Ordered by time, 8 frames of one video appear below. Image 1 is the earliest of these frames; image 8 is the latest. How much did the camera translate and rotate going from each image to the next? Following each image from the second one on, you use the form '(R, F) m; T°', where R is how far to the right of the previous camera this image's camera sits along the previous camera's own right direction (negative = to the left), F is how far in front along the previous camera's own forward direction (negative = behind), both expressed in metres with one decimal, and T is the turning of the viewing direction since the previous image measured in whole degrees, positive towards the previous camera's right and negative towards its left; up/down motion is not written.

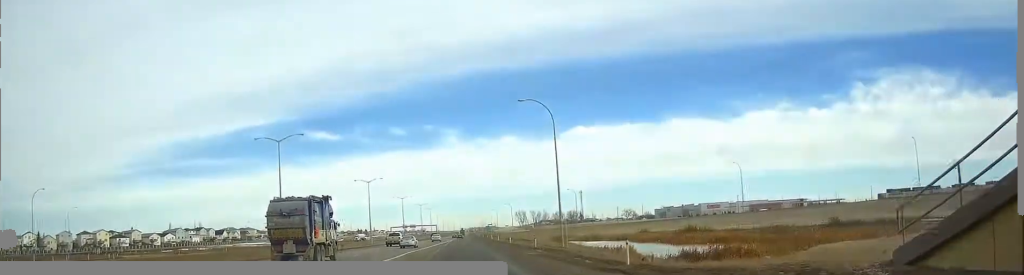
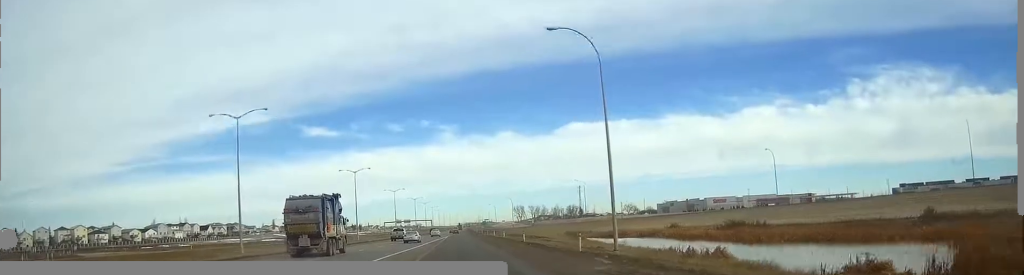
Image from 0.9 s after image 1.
(-0.1, +20.0) m; 0°
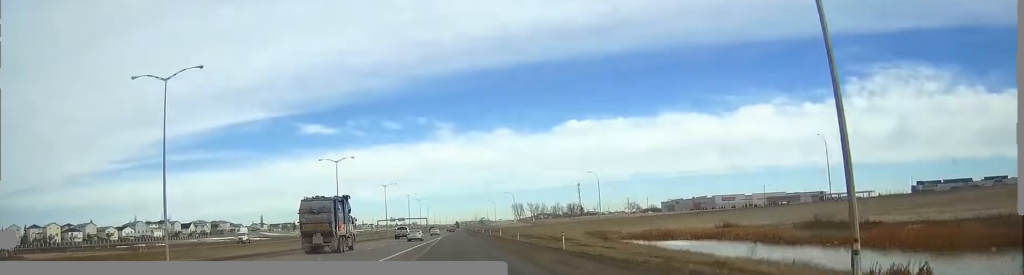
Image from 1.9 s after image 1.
(-0.1, +23.8) m; 0°
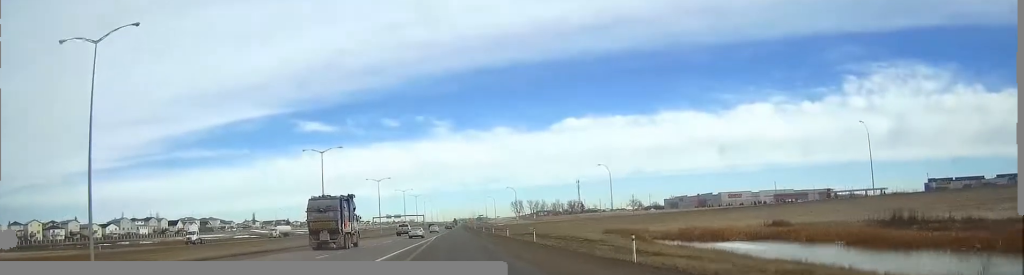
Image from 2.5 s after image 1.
(0.0, +15.6) m; 0°
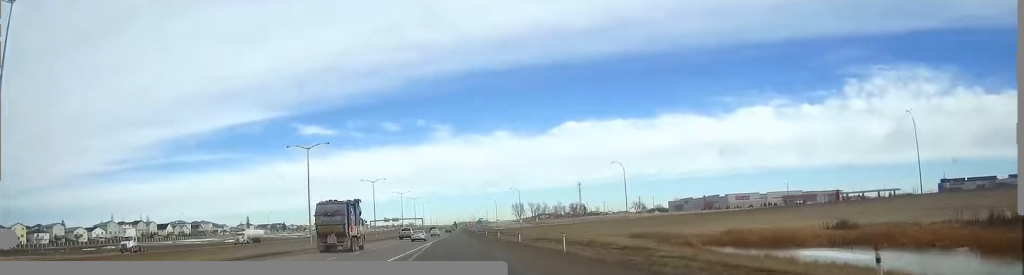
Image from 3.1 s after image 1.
(0.0, +14.2) m; 0°
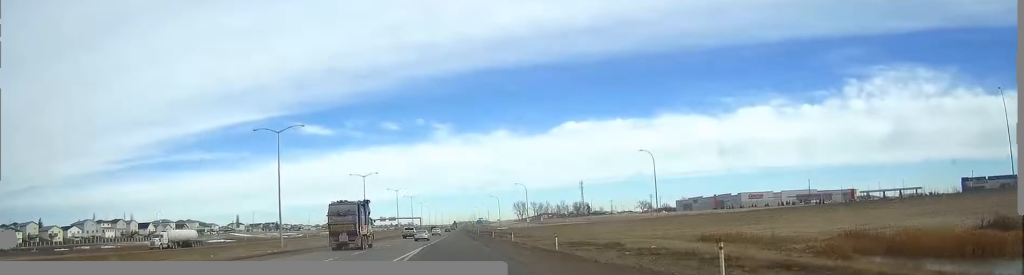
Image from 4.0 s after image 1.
(+0.1, +23.3) m; 0°
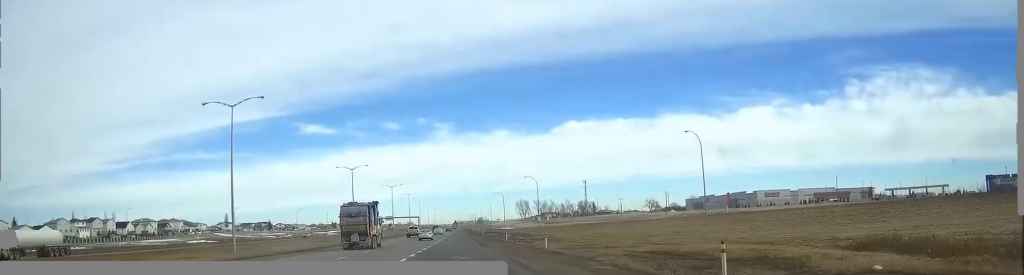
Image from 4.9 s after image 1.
(0.0, +25.7) m; 0°
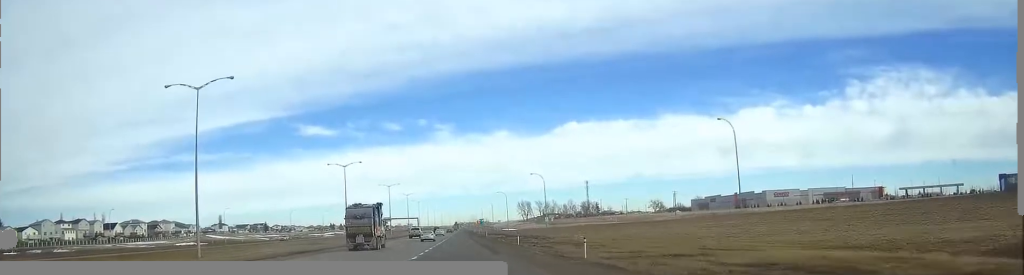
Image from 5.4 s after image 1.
(0.0, +13.5) m; 0°
